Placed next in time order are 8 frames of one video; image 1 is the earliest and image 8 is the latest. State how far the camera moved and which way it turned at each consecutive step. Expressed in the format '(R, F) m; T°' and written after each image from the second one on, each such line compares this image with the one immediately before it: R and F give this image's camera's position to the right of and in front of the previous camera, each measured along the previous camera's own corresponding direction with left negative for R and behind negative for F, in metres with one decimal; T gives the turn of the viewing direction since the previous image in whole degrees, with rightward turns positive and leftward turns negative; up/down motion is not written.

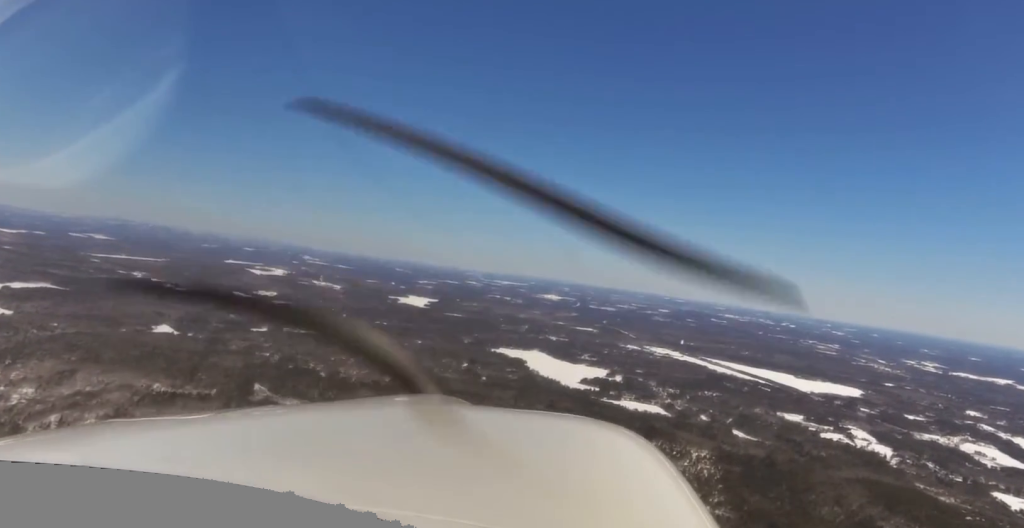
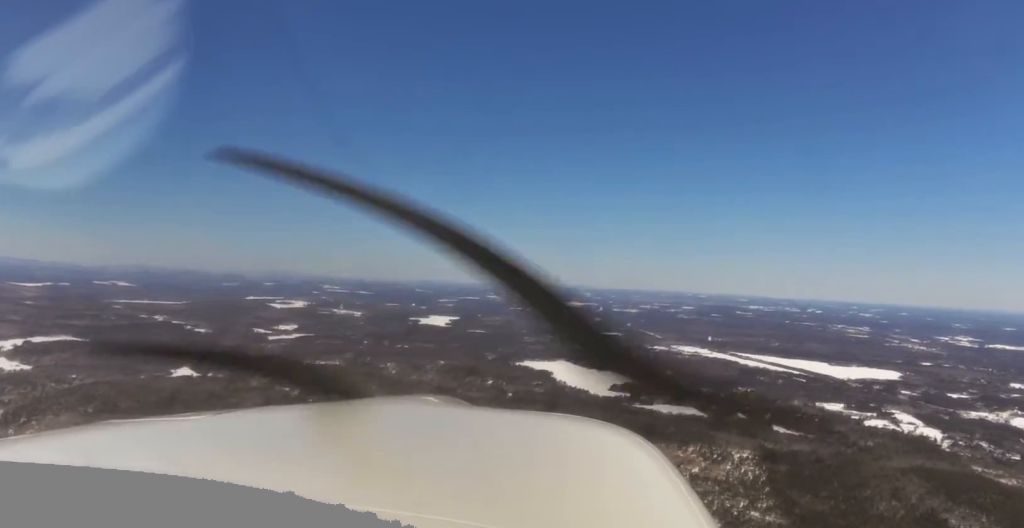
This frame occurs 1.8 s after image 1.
(-3.4, +114.9) m; -2°
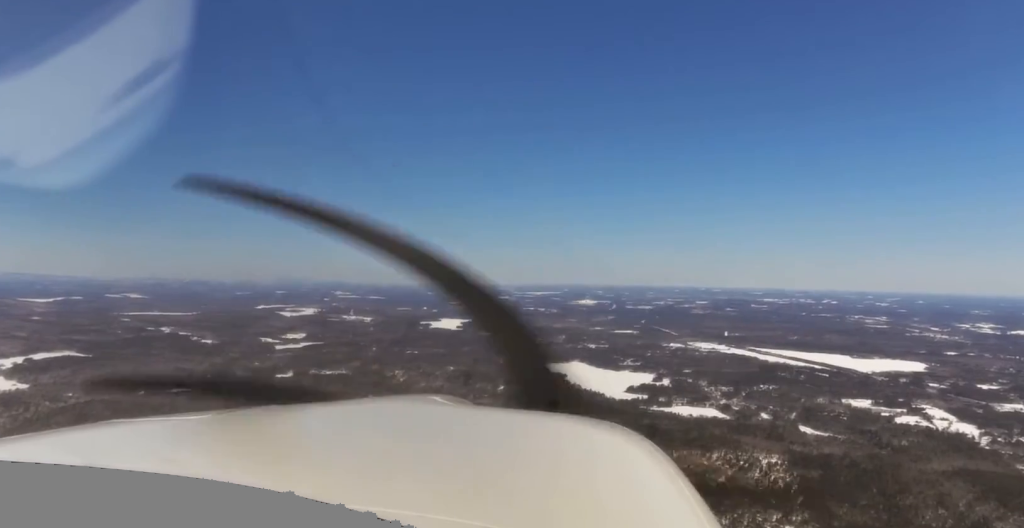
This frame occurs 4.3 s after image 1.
(-3.7, +154.9) m; -4°
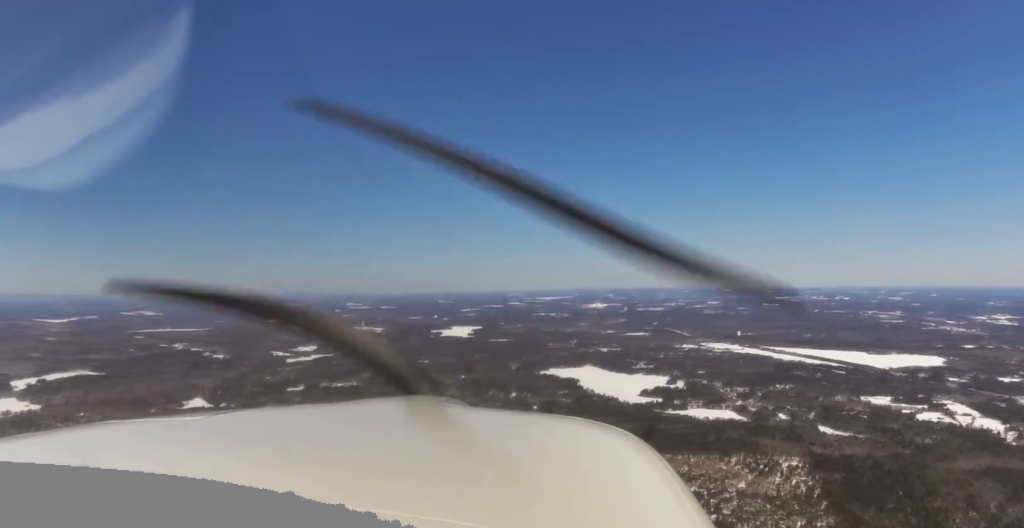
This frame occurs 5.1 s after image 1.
(-1.4, +52.3) m; -1°
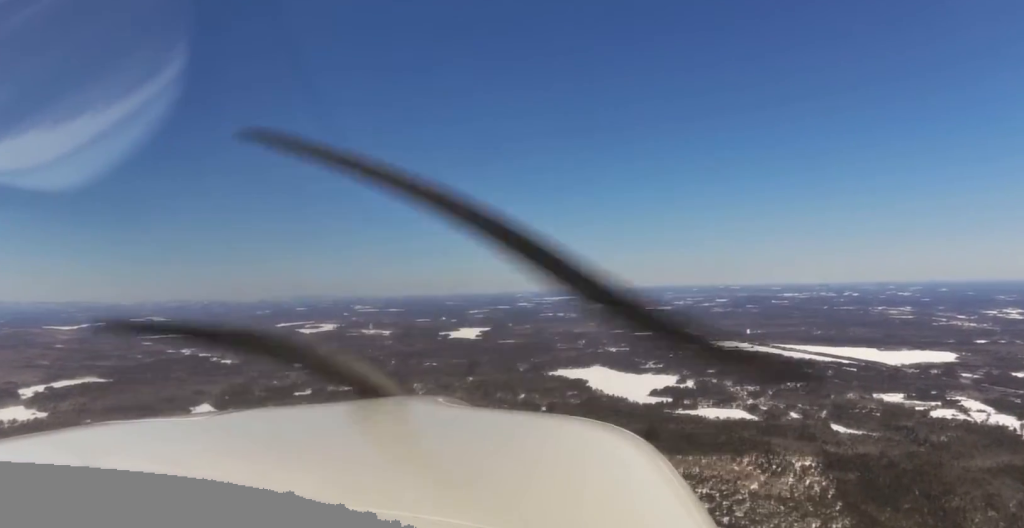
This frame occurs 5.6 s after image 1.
(+0.1, +33.4) m; 0°
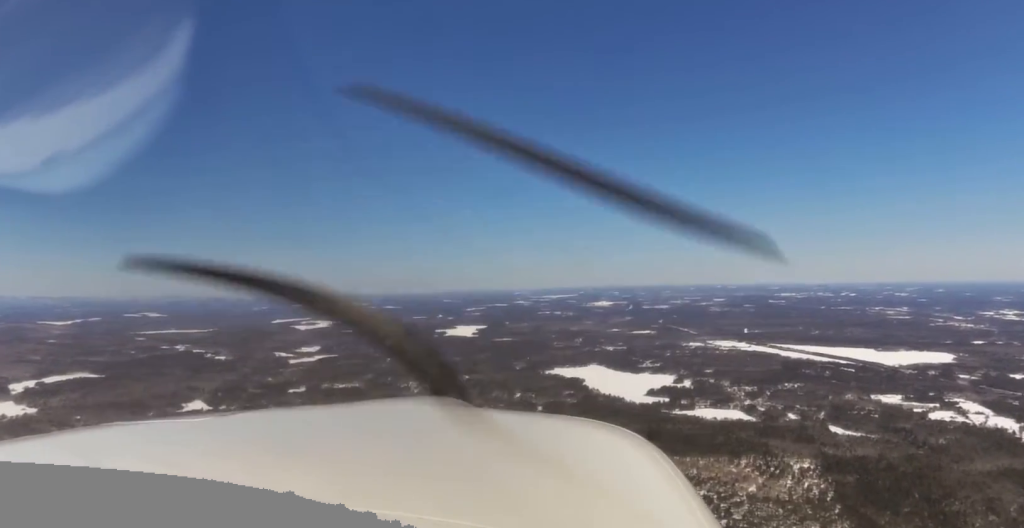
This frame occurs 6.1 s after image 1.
(+0.2, +29.2) m; 0°
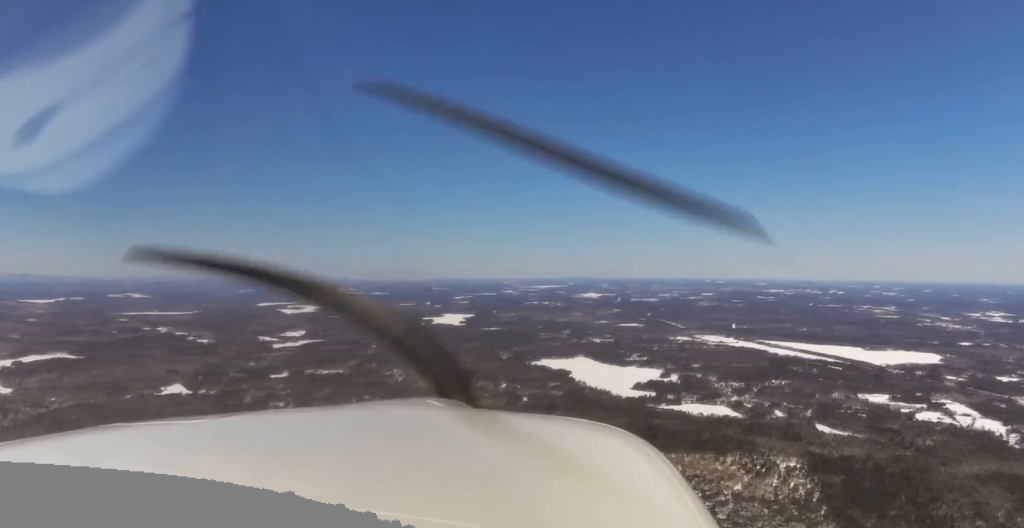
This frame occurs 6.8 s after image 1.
(0.0, +41.7) m; -1°
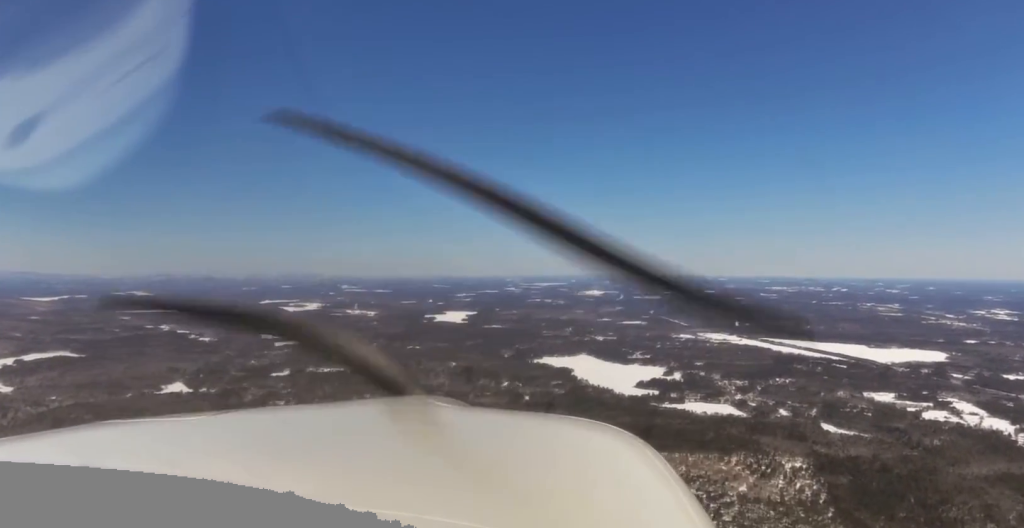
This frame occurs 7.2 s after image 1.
(+0.4, +29.2) m; -1°
